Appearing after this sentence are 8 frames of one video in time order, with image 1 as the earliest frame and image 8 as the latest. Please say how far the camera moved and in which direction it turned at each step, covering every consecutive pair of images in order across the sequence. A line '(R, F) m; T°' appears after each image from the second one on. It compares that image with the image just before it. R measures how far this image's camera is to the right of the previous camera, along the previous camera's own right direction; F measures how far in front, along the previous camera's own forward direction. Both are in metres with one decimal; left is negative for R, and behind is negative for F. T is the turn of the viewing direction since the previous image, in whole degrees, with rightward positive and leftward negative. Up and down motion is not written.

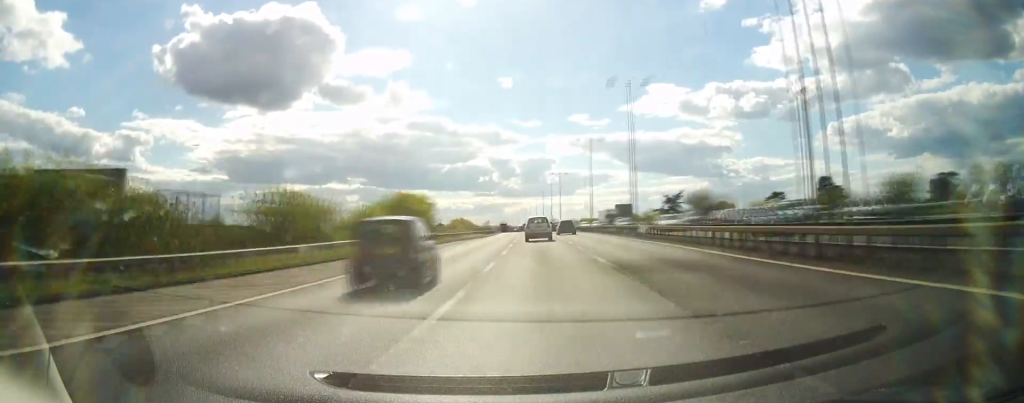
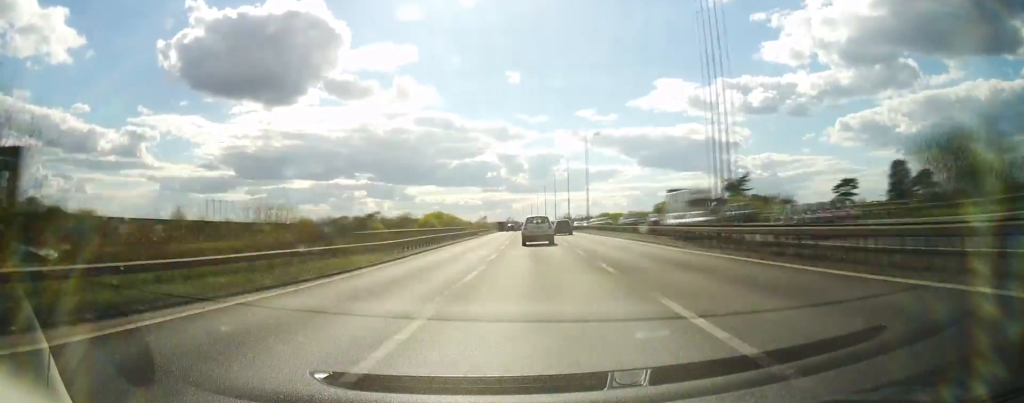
(-0.5, +58.0) m; -1°
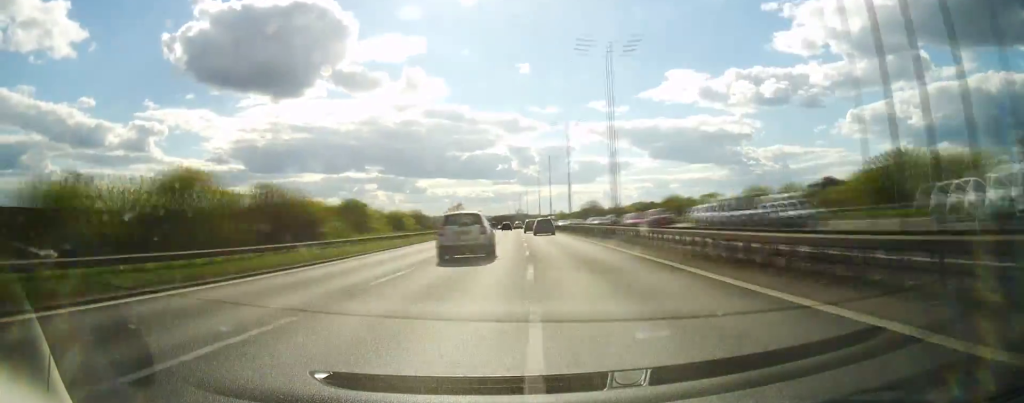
(+0.2, +99.0) m; -1°
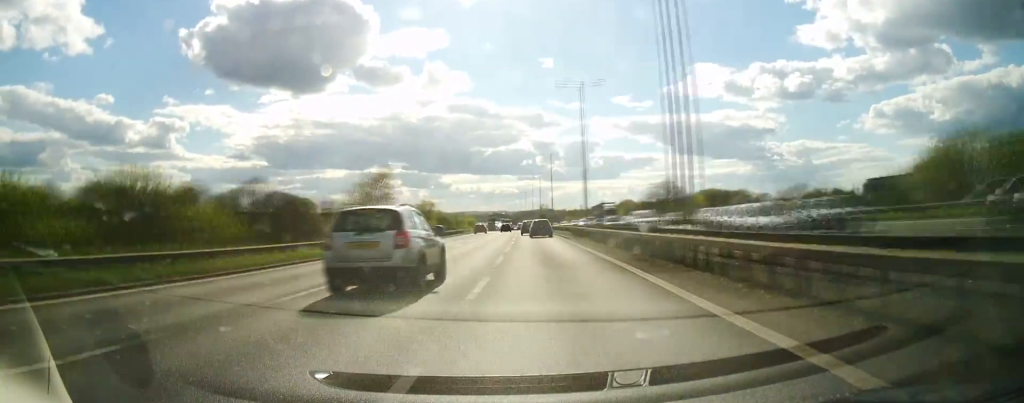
(-1.9, +82.7) m; -2°
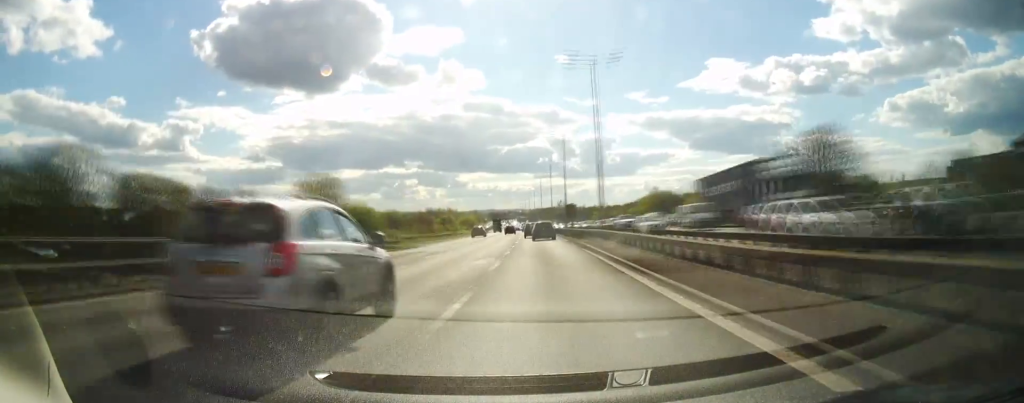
(-0.2, +57.8) m; -1°
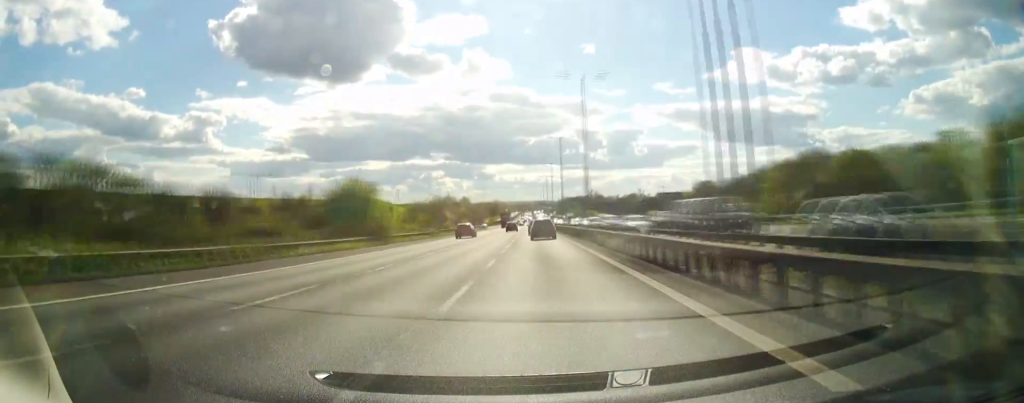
(-3.6, +132.2) m; -2°
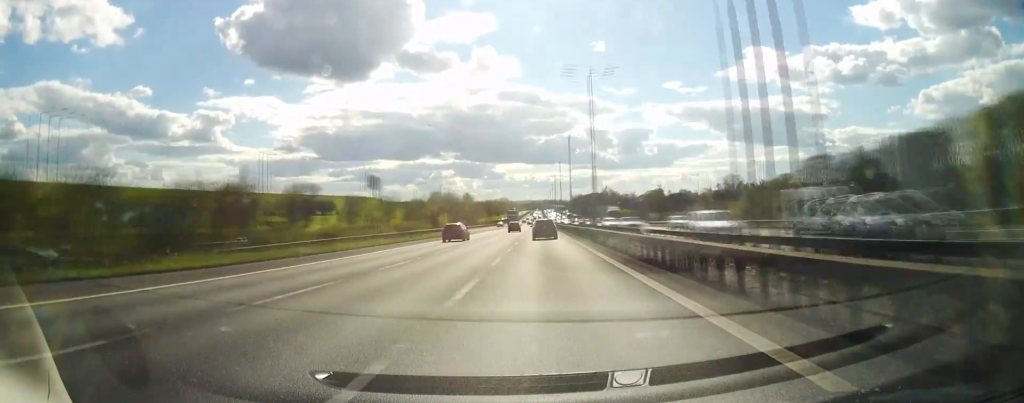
(-1.0, +70.5) m; -1°
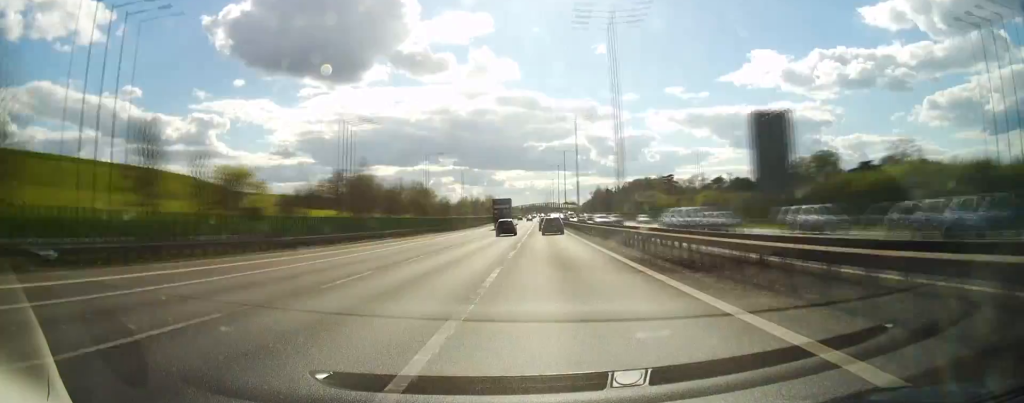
(+6.9, +280.1) m; 0°
